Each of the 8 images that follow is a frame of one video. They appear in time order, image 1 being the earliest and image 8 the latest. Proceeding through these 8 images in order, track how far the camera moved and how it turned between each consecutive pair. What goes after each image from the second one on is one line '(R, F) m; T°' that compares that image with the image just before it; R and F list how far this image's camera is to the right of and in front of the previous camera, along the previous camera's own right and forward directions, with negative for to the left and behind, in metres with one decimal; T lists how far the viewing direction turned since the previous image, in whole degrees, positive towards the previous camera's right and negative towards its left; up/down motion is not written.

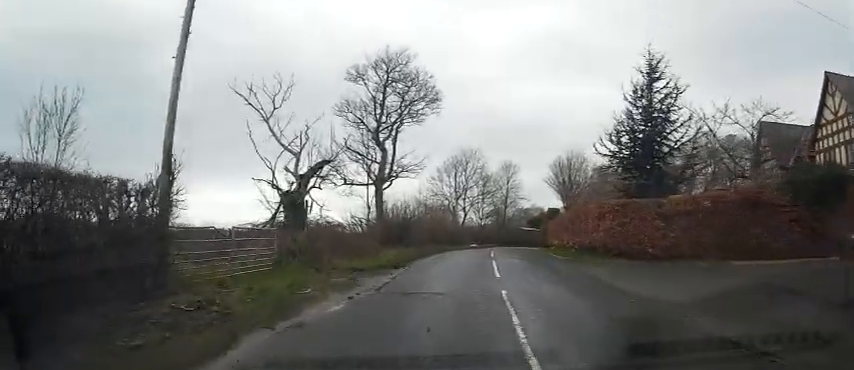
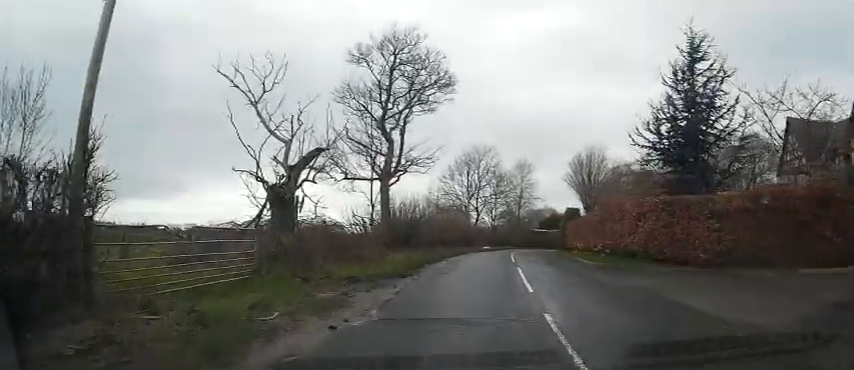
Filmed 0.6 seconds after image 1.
(0.0, +2.6) m; -1°
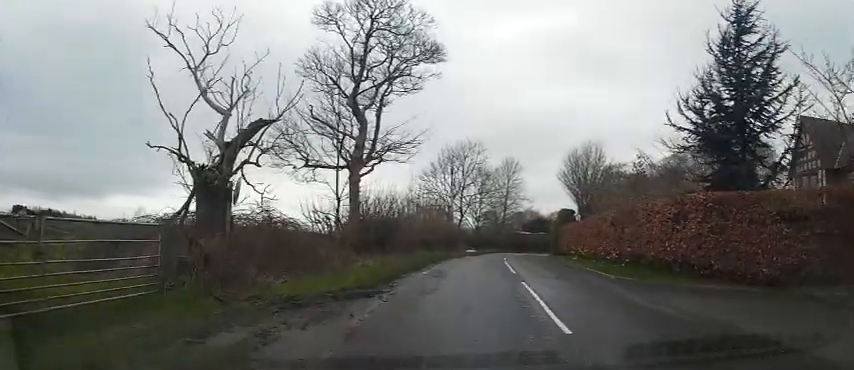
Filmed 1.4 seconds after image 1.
(-0.2, +3.8) m; 0°
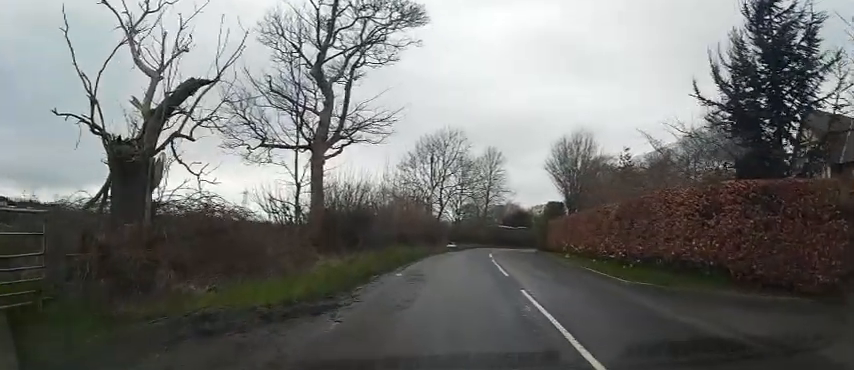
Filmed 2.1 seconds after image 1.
(+0.2, +2.6) m; +1°
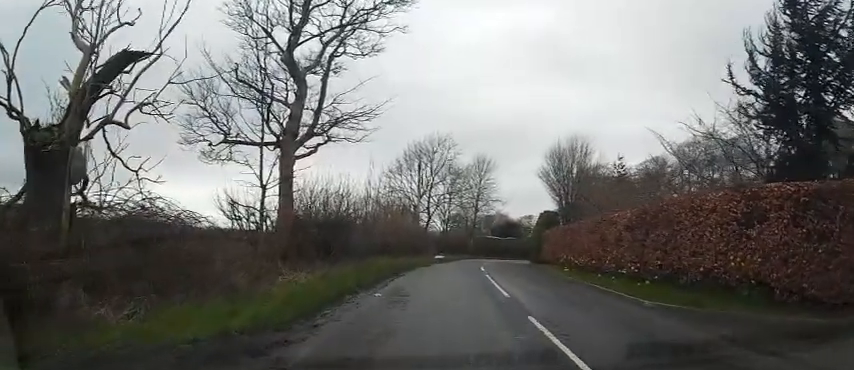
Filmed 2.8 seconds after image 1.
(0.0, +2.2) m; +2°
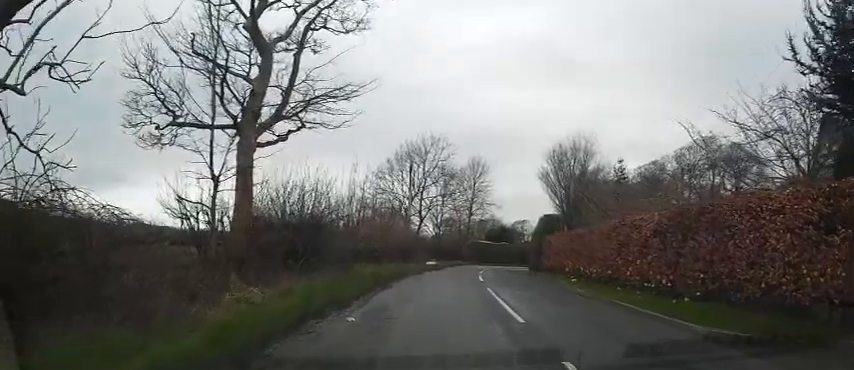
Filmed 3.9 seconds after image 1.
(+0.1, +2.7) m; +4°
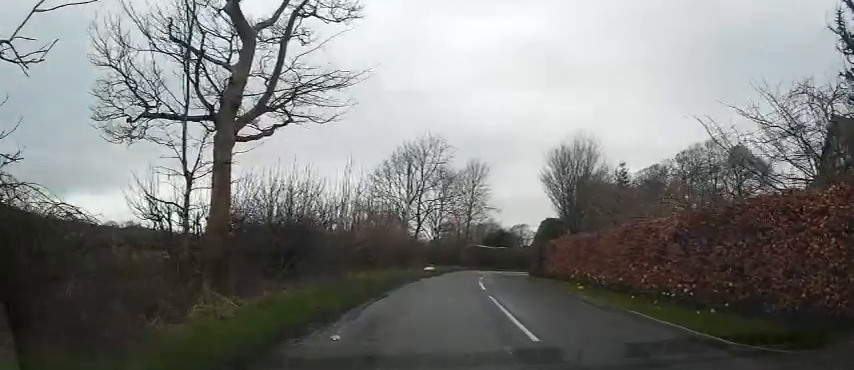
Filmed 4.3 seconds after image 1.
(+0.1, +0.9) m; +1°
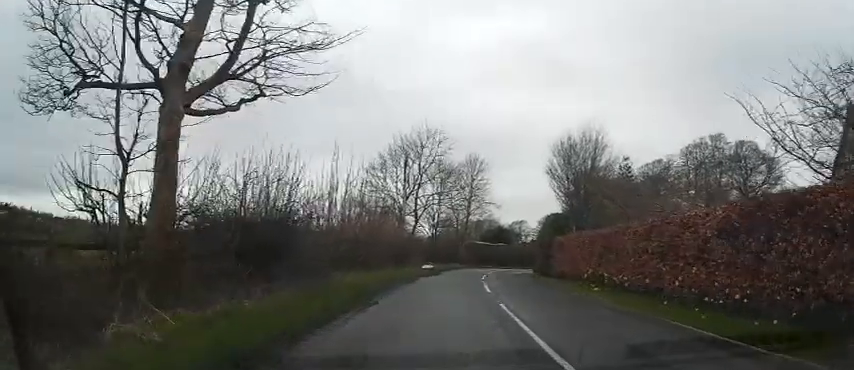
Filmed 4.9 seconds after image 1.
(-0.1, +1.7) m; +2°
